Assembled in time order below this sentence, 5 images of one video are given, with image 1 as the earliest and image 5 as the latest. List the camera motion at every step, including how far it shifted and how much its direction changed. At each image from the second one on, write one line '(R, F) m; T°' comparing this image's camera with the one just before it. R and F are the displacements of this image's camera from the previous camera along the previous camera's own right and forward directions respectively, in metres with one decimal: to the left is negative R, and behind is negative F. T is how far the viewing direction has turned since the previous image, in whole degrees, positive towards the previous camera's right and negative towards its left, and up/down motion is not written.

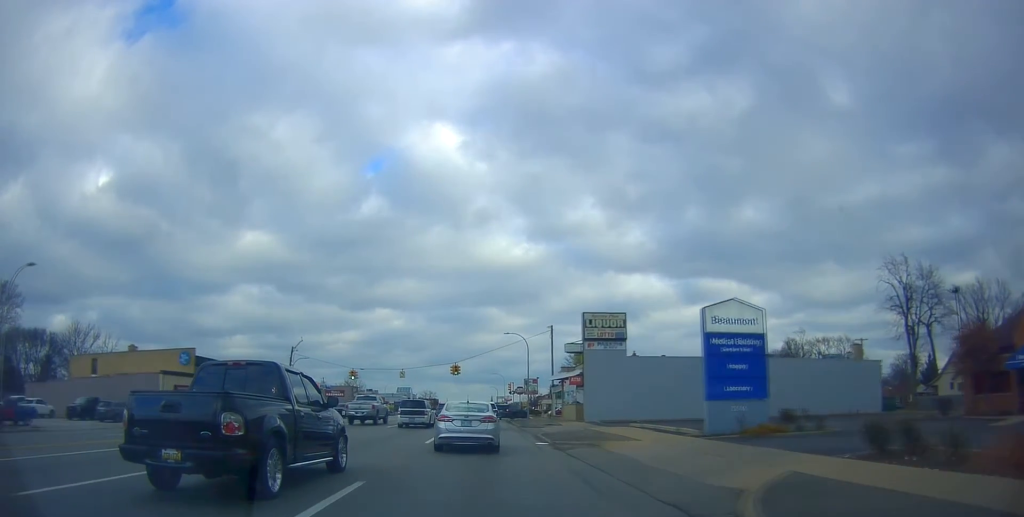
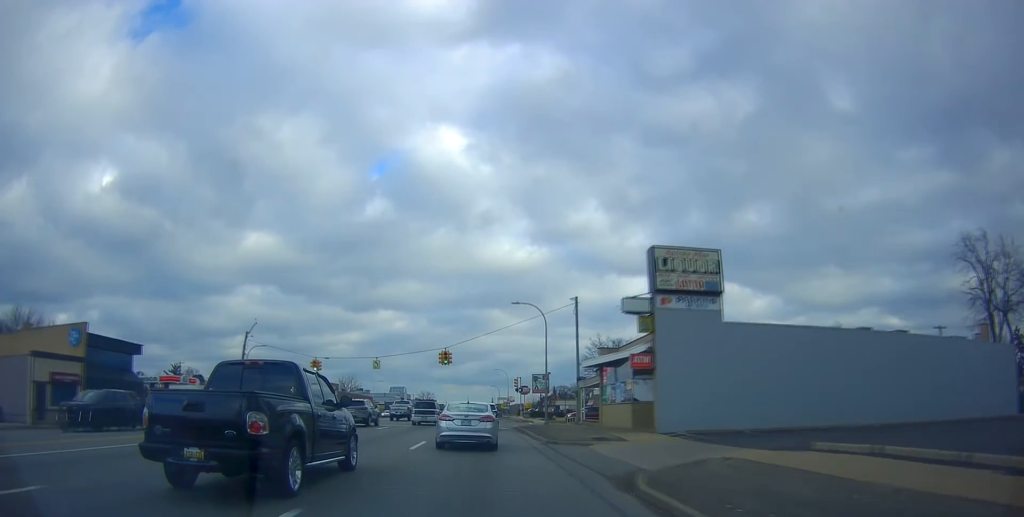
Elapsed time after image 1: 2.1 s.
(-0.8, +18.3) m; -3°
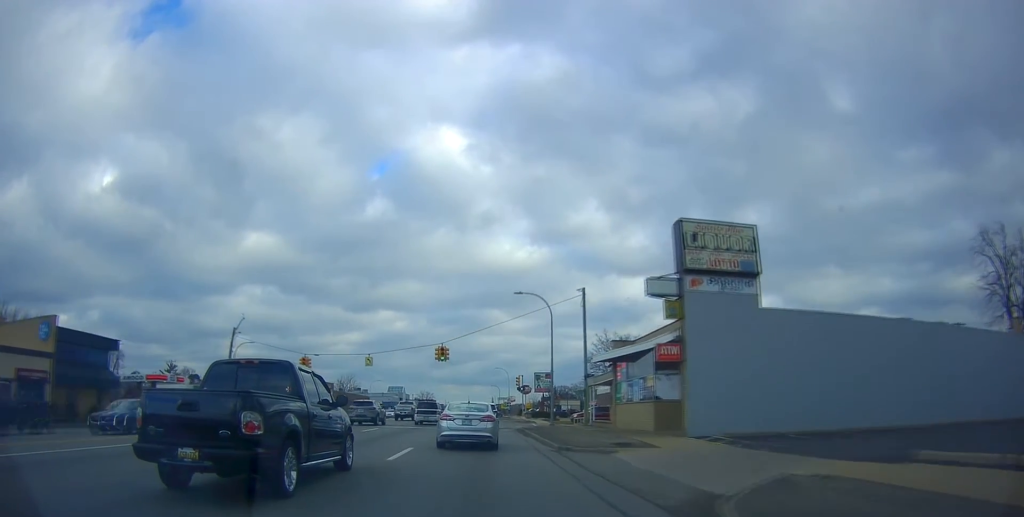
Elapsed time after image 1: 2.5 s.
(-0.1, +3.8) m; 0°
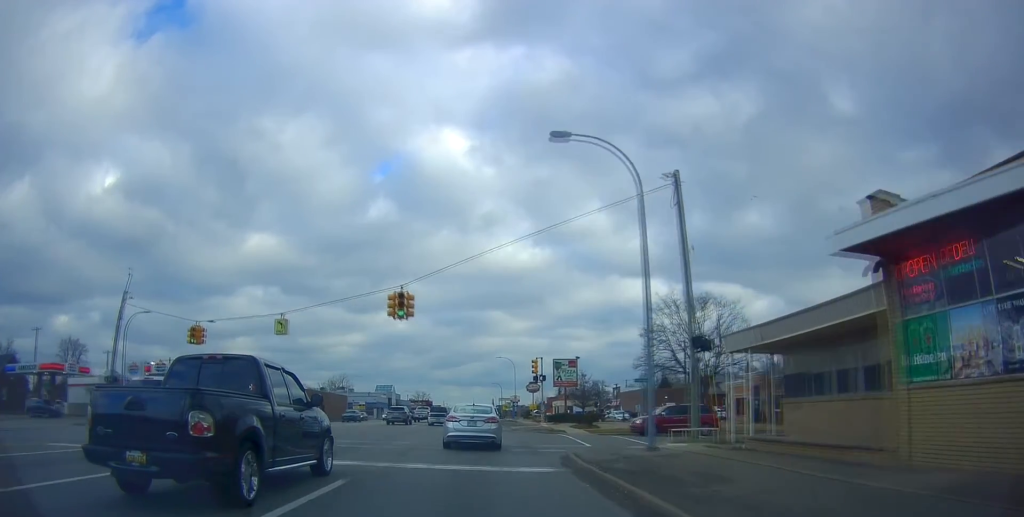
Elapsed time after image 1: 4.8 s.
(+1.1, +23.9) m; +3°
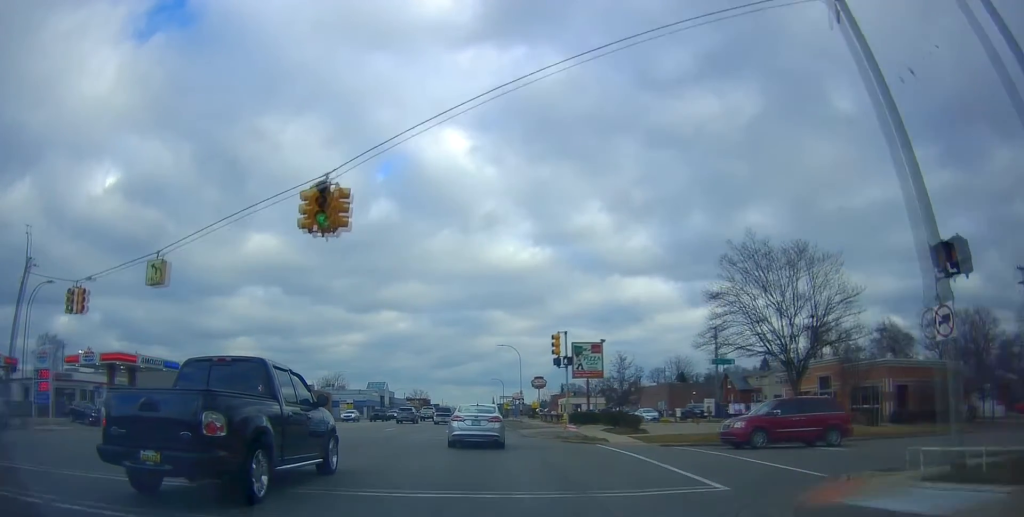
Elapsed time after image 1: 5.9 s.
(0.0, +13.4) m; -2°
